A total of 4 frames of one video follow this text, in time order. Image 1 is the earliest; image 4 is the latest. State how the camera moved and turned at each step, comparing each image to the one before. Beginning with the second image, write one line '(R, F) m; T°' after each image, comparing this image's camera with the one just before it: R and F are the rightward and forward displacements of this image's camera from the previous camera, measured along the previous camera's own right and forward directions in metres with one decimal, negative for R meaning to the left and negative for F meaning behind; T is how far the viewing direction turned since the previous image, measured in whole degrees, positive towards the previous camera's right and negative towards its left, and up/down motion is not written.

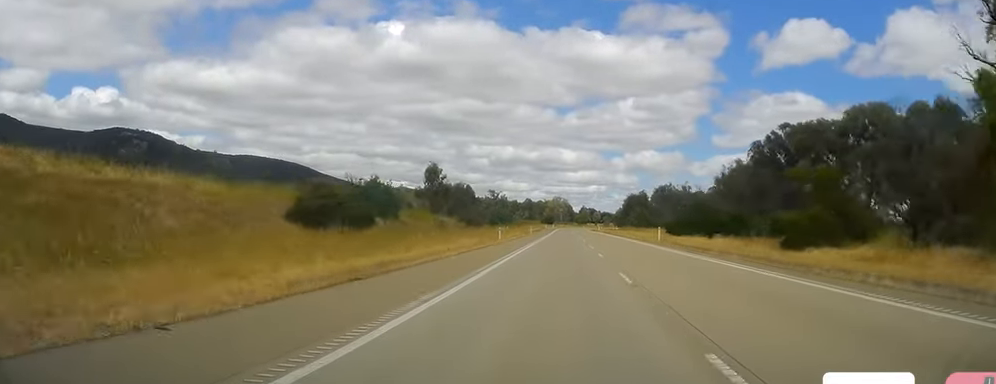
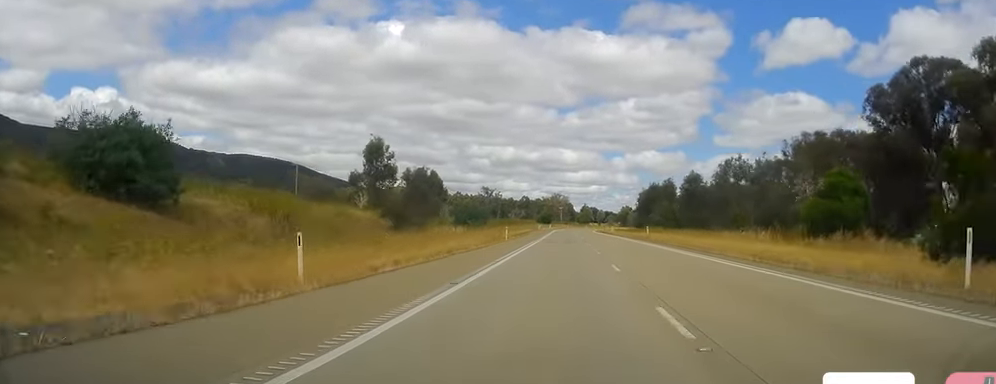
(+0.1, +44.1) m; -1°
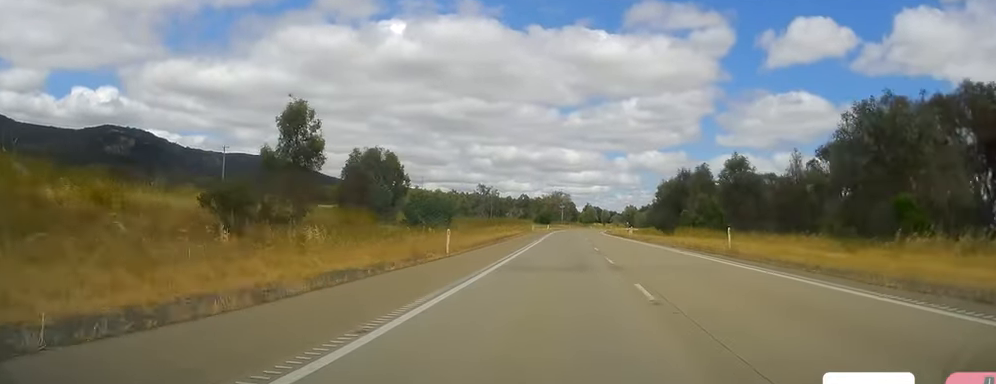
(-0.1, +31.7) m; 0°
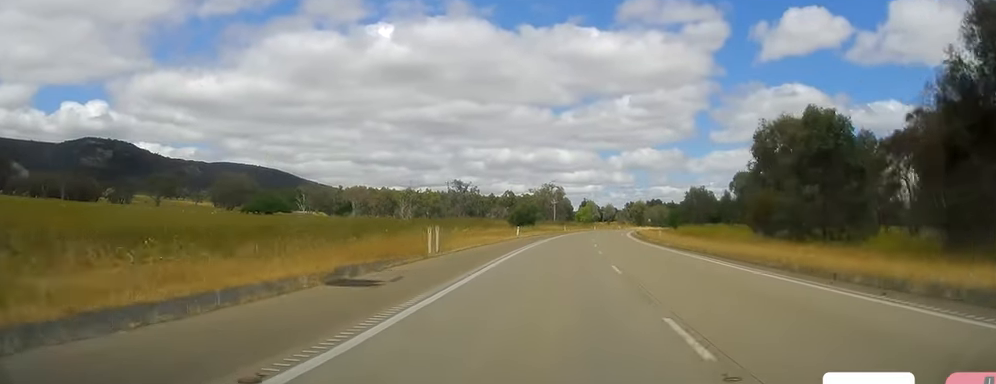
(-0.3, +74.4) m; 0°
